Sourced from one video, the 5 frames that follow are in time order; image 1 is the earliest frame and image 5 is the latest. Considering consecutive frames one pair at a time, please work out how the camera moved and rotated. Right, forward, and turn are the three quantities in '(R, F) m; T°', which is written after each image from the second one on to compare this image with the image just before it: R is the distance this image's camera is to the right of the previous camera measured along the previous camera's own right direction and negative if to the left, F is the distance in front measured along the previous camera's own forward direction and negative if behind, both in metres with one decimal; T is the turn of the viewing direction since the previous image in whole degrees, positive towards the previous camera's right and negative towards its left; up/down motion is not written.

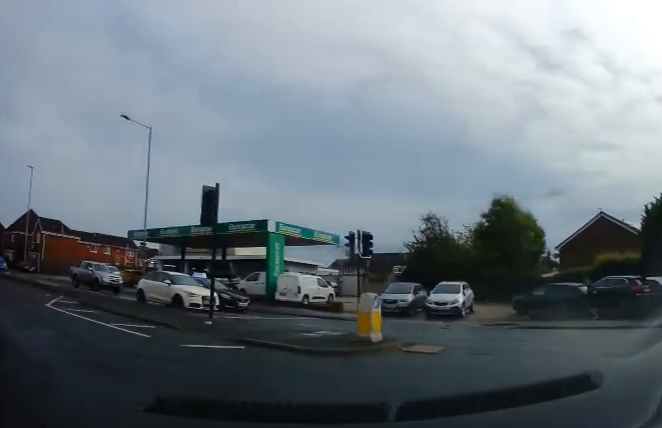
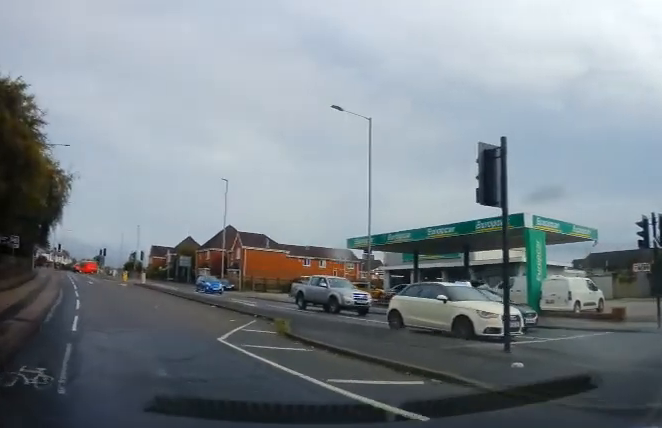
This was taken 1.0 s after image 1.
(-1.0, +5.2) m; -19°
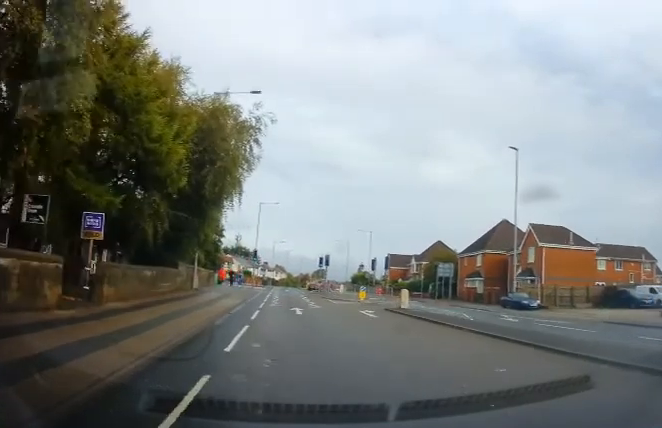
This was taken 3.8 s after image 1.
(-4.3, +17.7) m; -13°
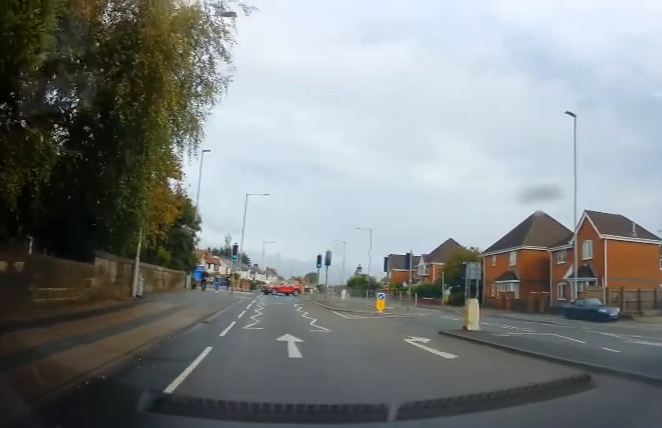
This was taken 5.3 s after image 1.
(-0.1, +9.4) m; -4°
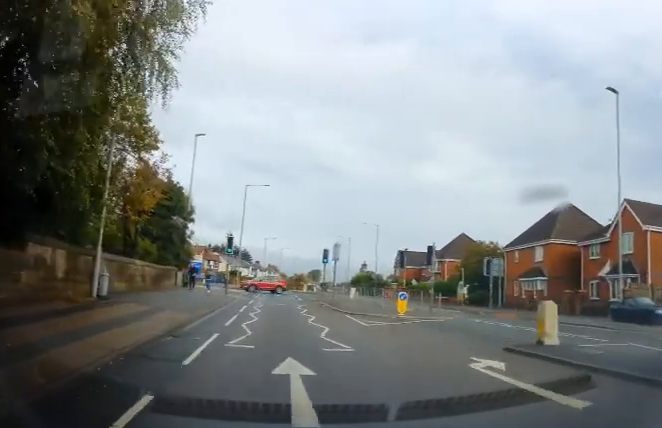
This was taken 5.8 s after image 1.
(-0.3, +4.2) m; -2°
